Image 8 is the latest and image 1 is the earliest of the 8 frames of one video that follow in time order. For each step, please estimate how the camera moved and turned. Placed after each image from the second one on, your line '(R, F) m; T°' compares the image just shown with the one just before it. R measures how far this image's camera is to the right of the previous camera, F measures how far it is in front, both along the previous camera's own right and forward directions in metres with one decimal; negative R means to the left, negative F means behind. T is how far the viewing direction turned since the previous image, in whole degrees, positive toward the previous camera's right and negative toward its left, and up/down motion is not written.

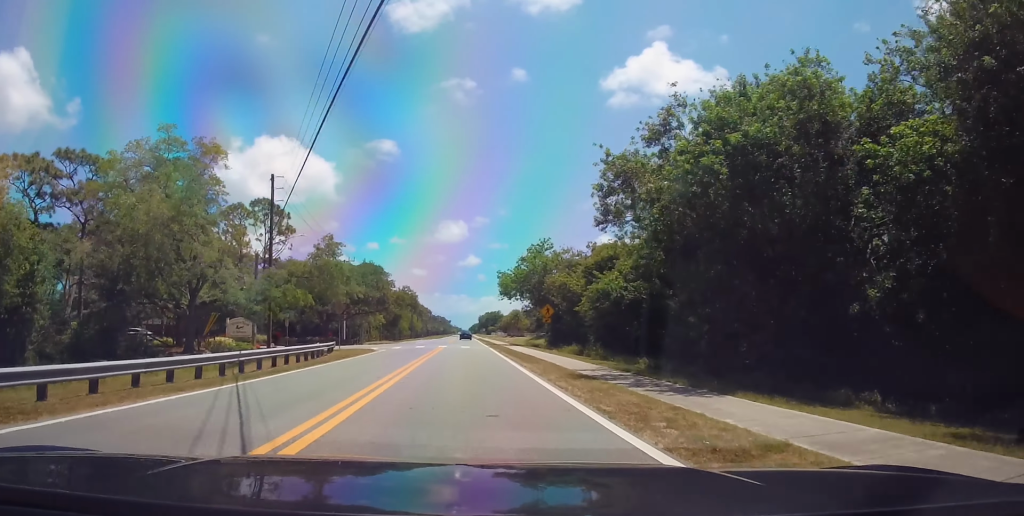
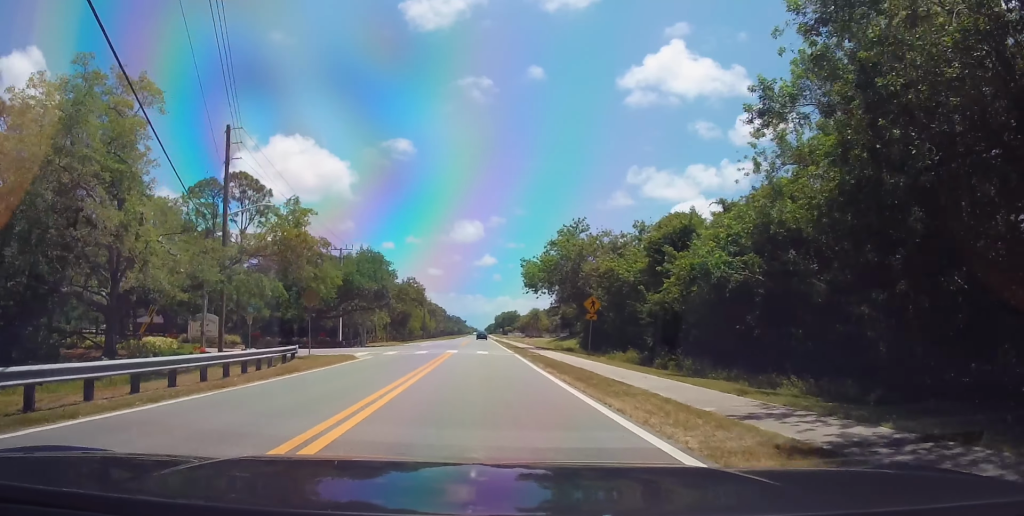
(0.0, +11.9) m; 0°
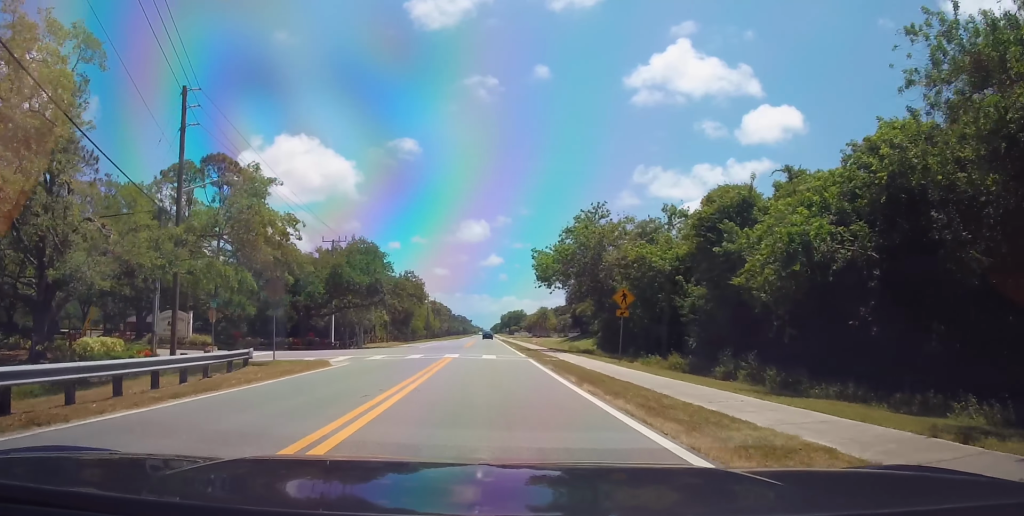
(0.0, +6.5) m; 0°
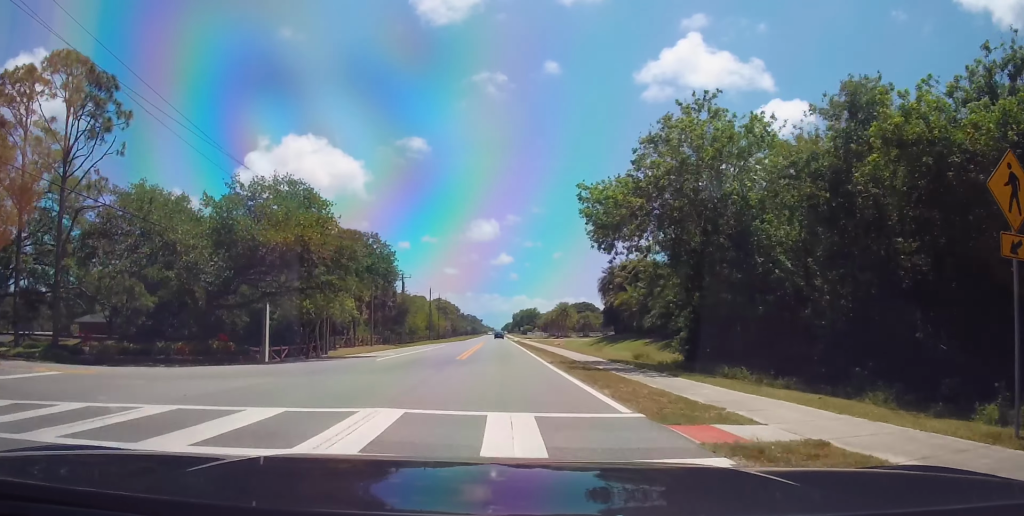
(0.0, +22.4) m; 0°
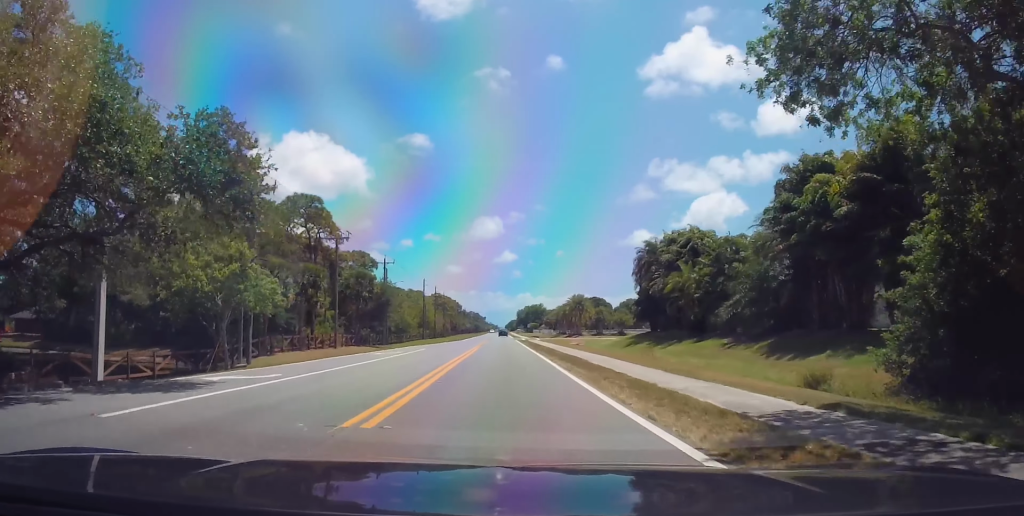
(0.0, +20.1) m; -1°
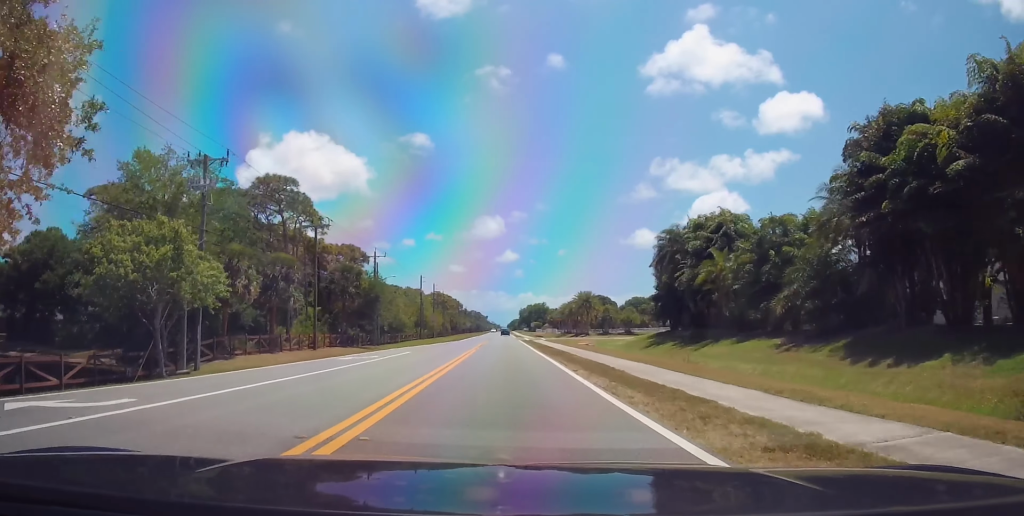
(+0.1, +7.6) m; -1°
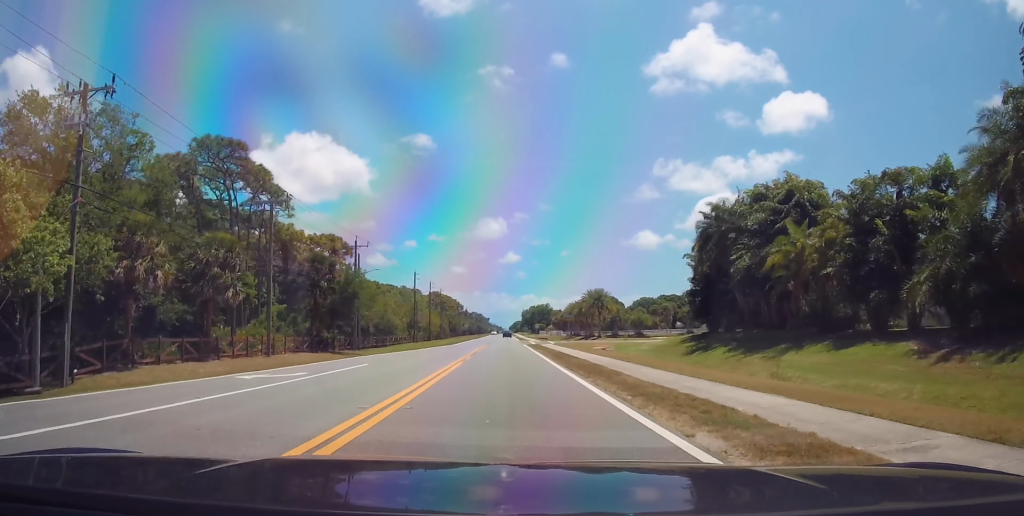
(-0.3, +11.6) m; 0°
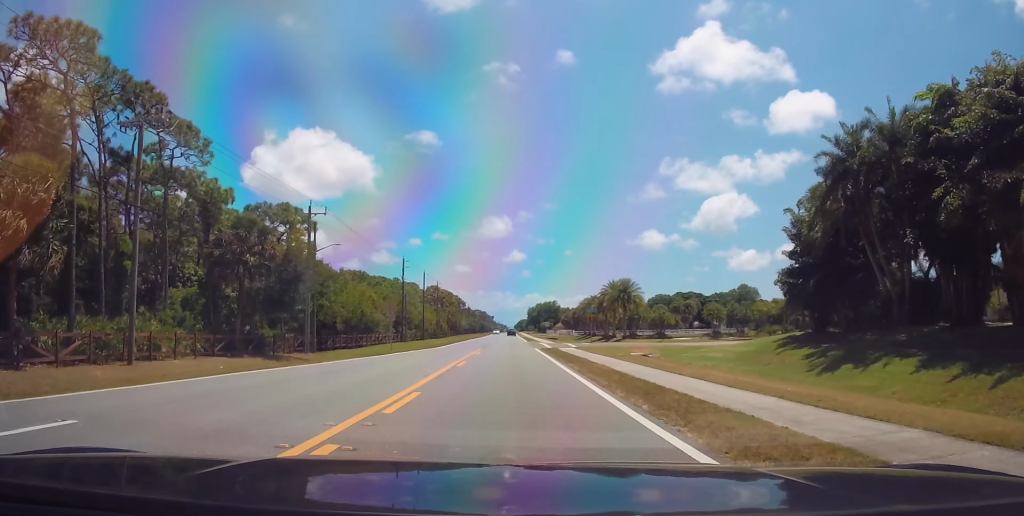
(+0.1, +17.9) m; +1°
